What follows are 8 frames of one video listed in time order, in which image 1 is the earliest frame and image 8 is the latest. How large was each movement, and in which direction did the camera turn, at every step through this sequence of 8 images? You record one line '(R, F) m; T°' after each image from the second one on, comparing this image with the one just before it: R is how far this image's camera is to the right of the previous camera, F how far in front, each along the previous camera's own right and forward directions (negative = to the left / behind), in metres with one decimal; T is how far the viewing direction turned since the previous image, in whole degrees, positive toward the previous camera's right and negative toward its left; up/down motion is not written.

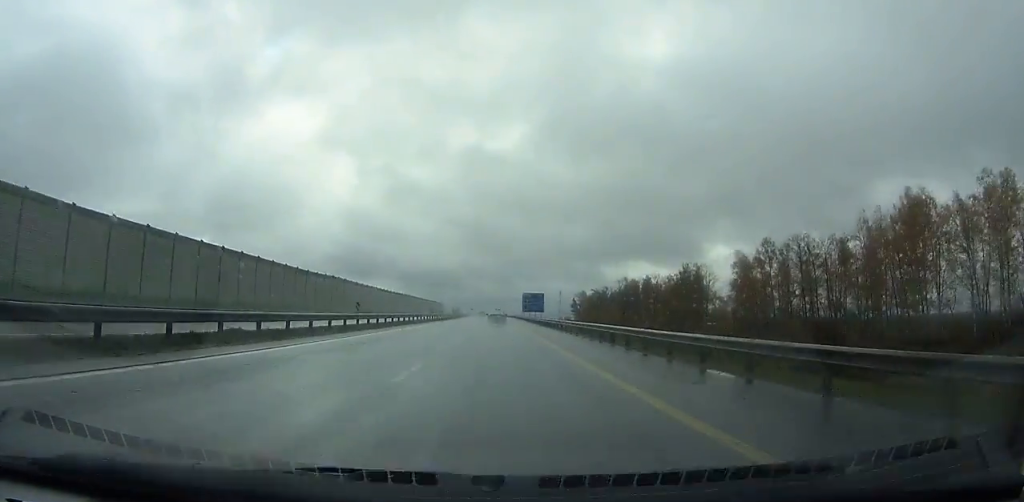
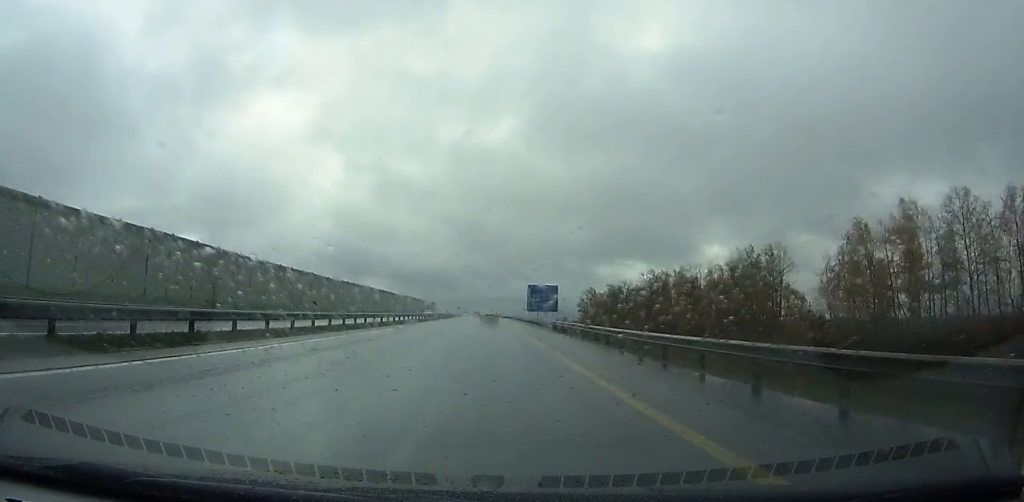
(+0.1, +46.1) m; 0°
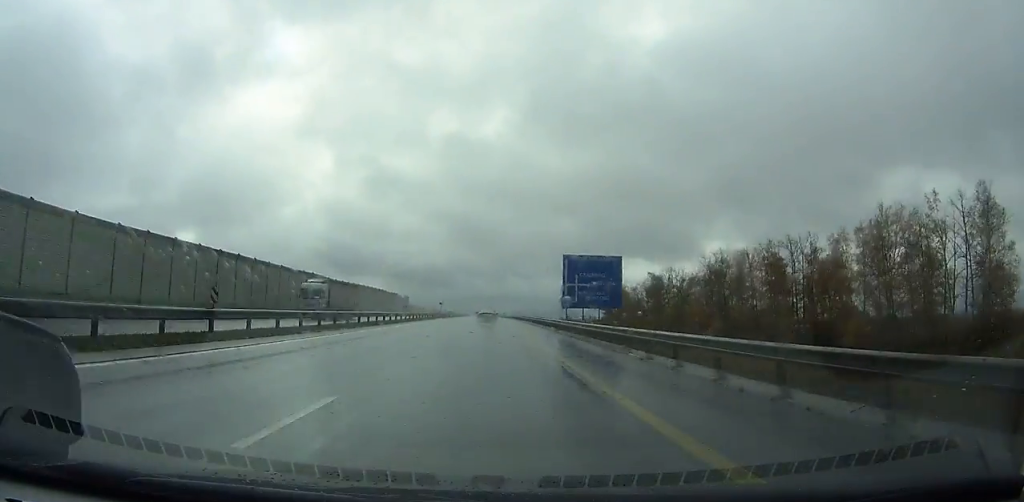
(+0.1, +54.5) m; 0°
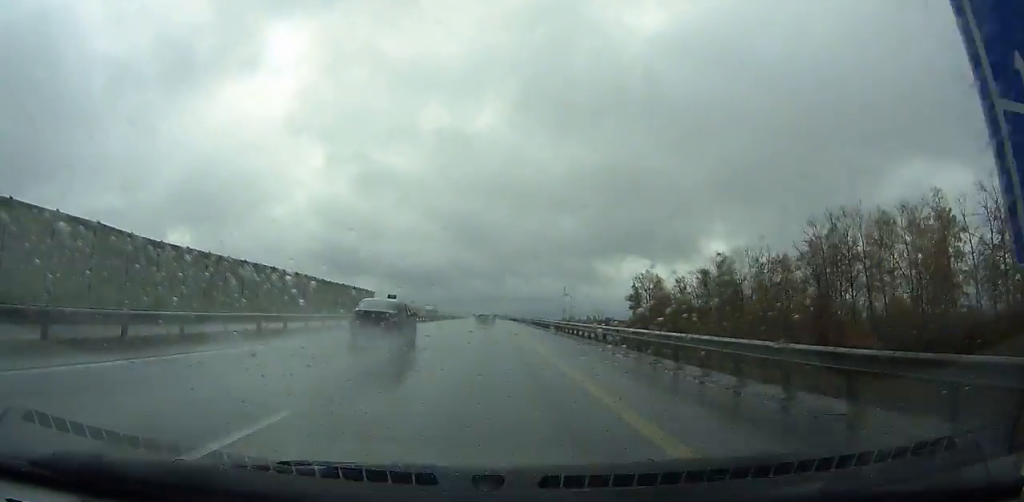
(0.0, +49.1) m; 0°
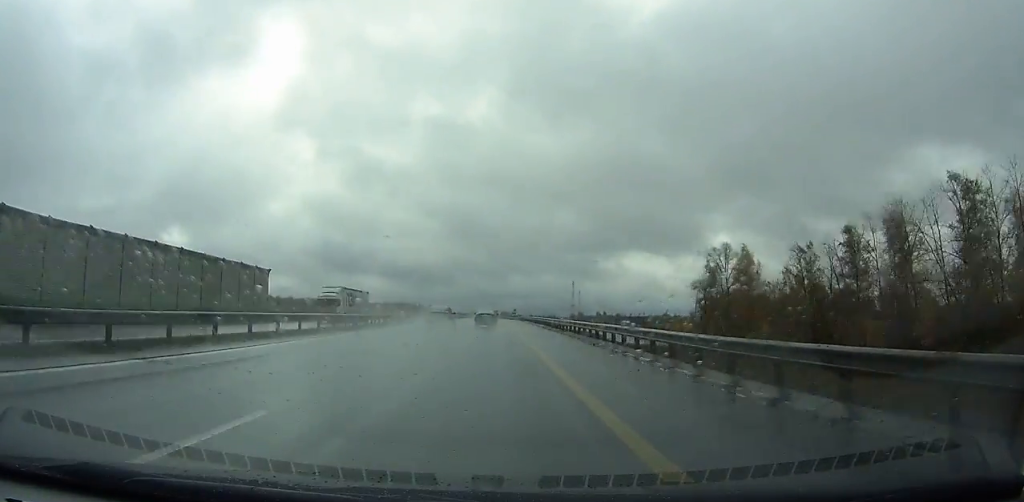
(-0.1, +59.9) m; 0°
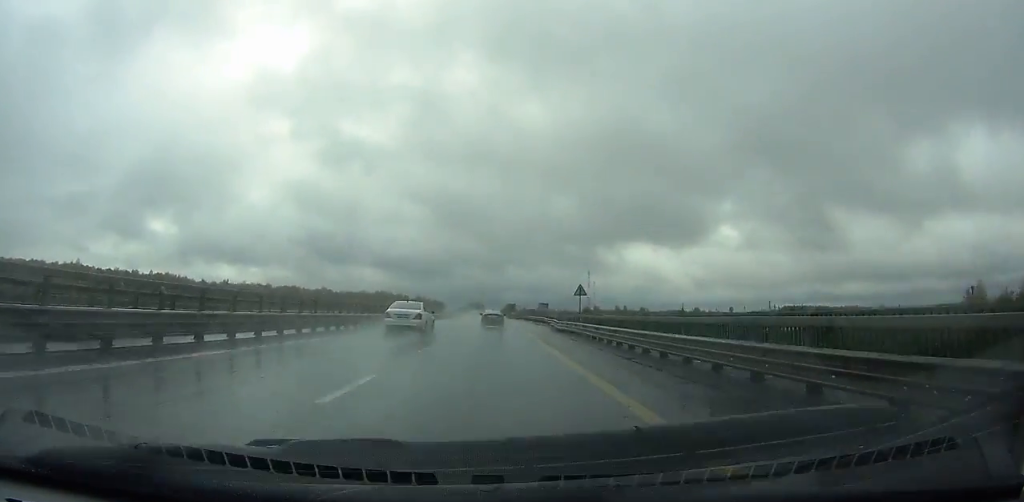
(-1.0, +148.1) m; -1°
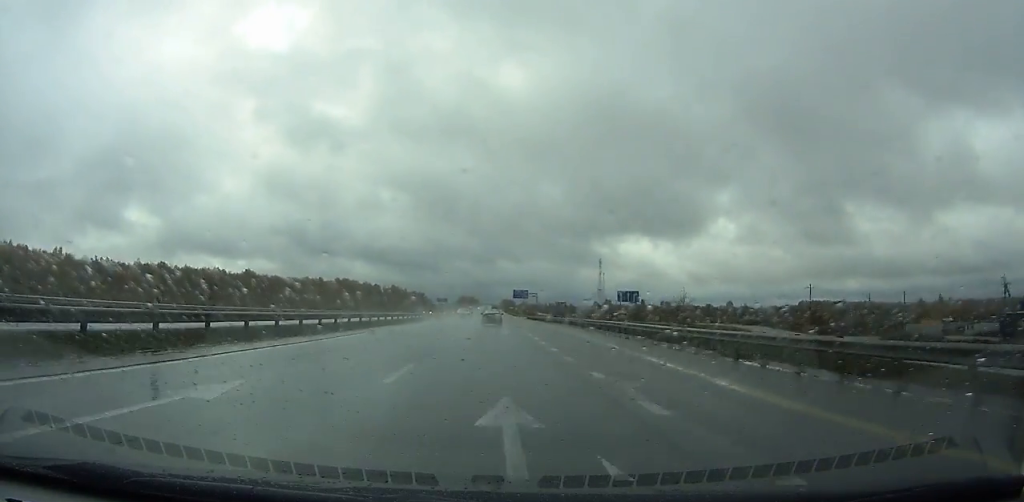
(+0.4, +136.2) m; 0°
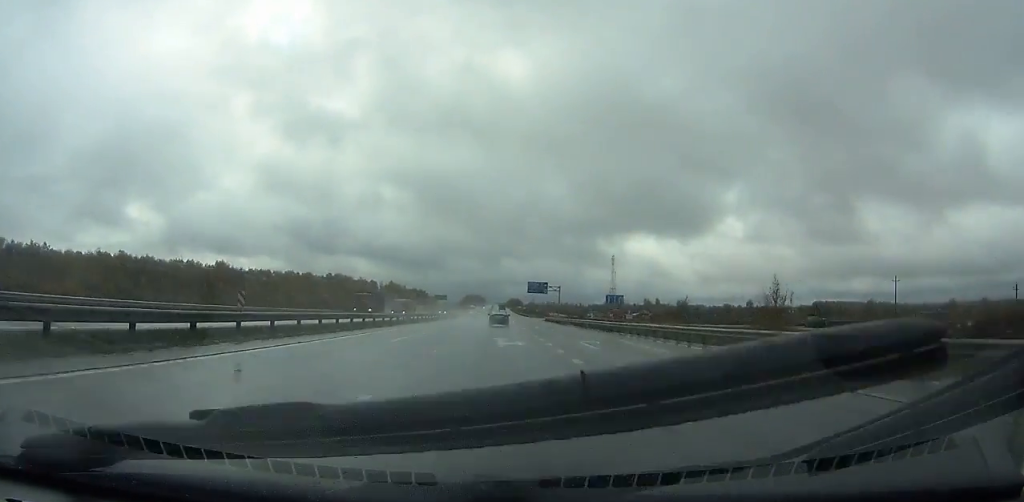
(+0.1, +40.6) m; 0°
